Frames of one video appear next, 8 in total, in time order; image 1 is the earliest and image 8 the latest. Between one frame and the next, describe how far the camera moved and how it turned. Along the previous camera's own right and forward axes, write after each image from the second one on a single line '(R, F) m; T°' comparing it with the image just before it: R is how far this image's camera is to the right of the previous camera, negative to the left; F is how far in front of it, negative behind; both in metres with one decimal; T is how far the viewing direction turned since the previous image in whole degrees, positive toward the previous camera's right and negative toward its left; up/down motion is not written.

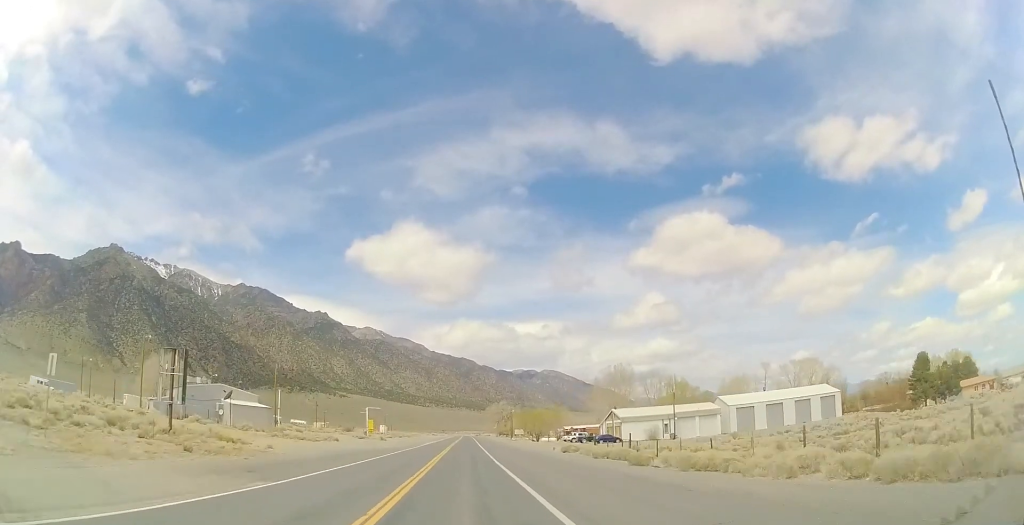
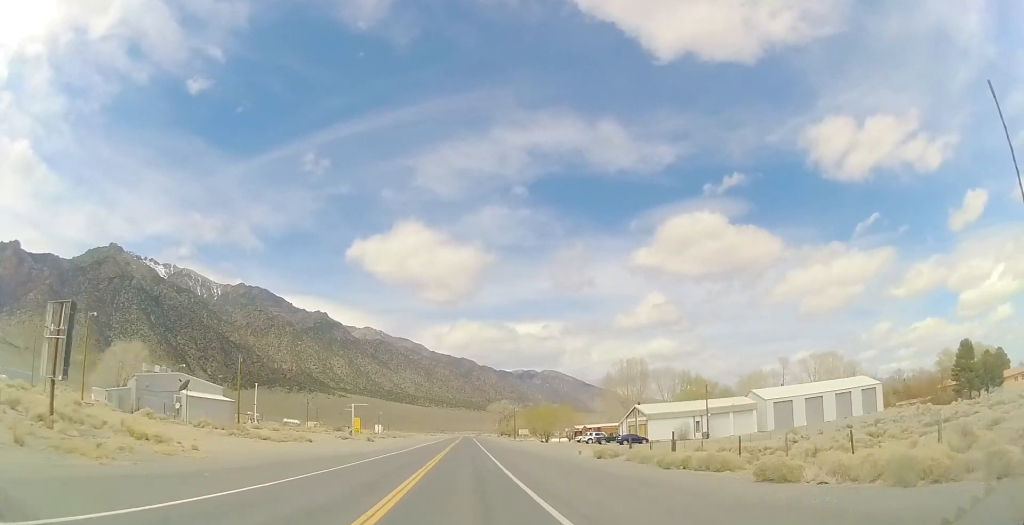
(0.0, +12.5) m; +1°
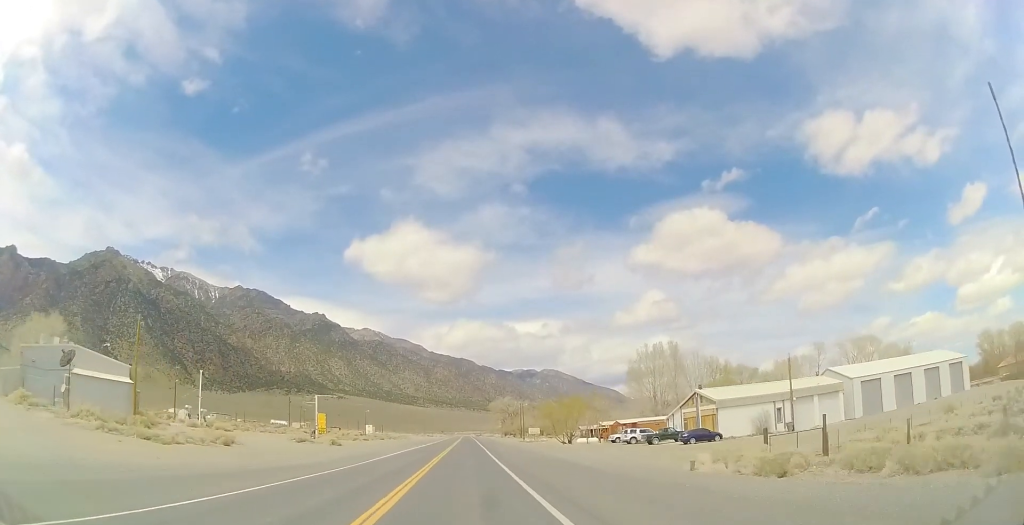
(+0.3, +21.8) m; 0°
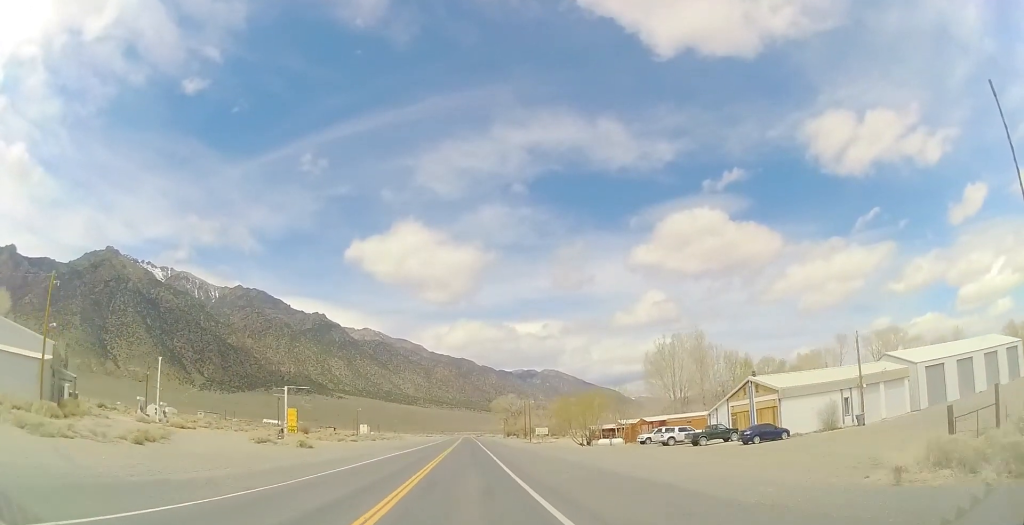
(-0.2, +11.9) m; +1°
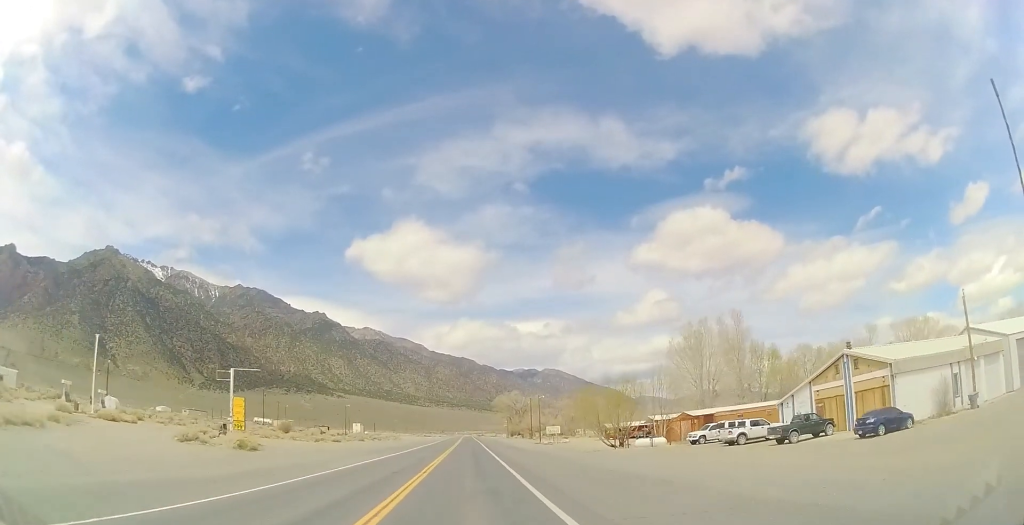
(-0.4, +13.8) m; +1°
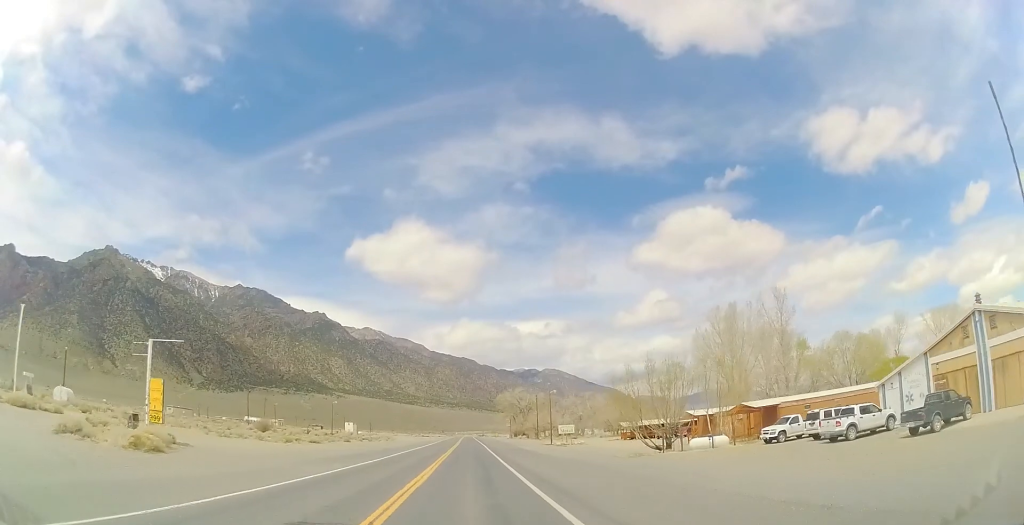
(+0.8, +12.5) m; +1°
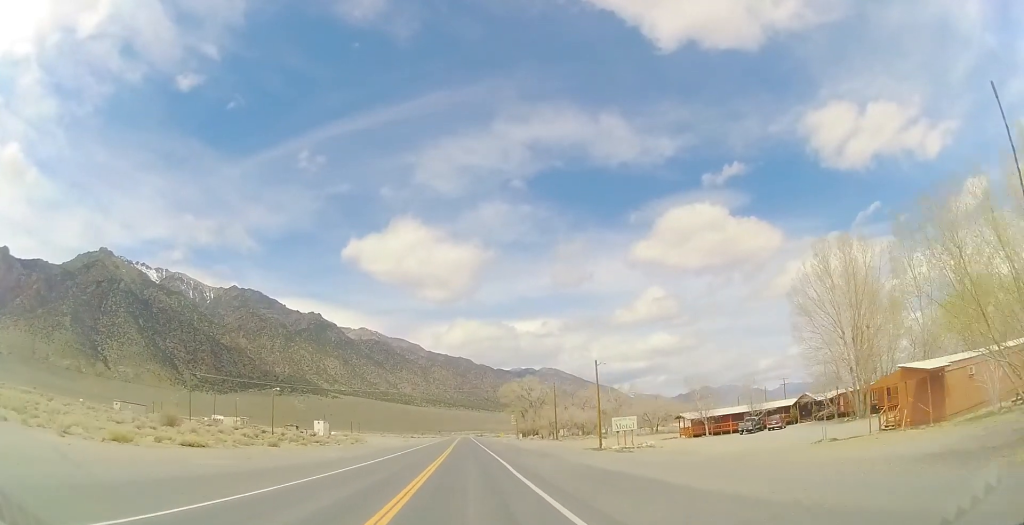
(-0.5, +32.5) m; -2°
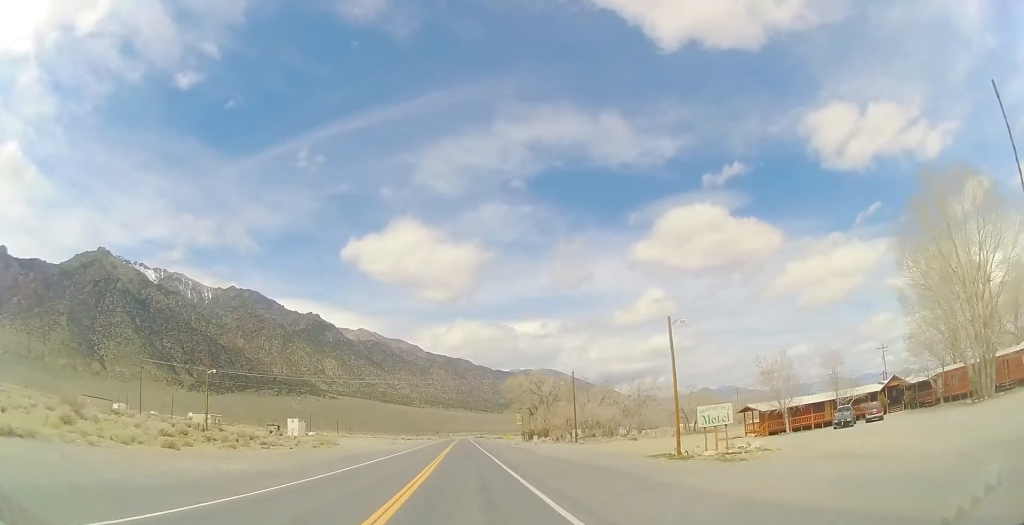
(0.0, +20.5) m; 0°
